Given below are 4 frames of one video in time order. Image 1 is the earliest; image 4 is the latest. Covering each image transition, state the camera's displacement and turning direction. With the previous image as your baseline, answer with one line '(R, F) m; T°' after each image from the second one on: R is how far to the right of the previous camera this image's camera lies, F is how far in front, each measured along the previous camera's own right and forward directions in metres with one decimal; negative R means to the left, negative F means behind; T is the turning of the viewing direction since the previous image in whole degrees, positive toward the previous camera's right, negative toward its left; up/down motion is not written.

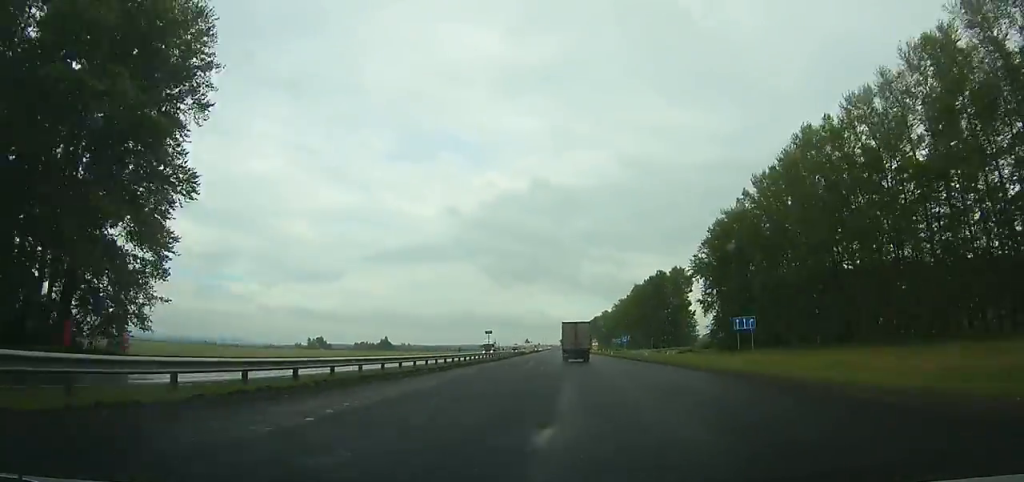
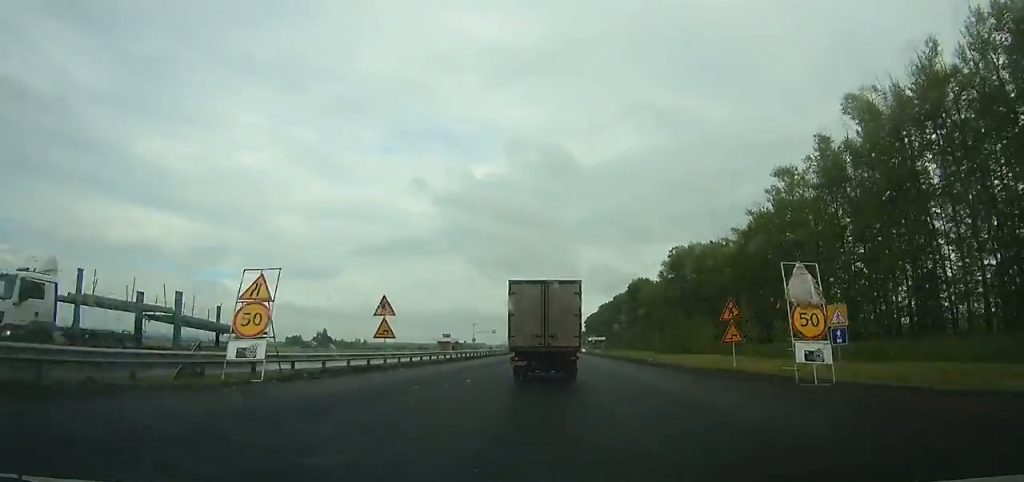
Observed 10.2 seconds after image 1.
(+3.2, +239.6) m; 0°
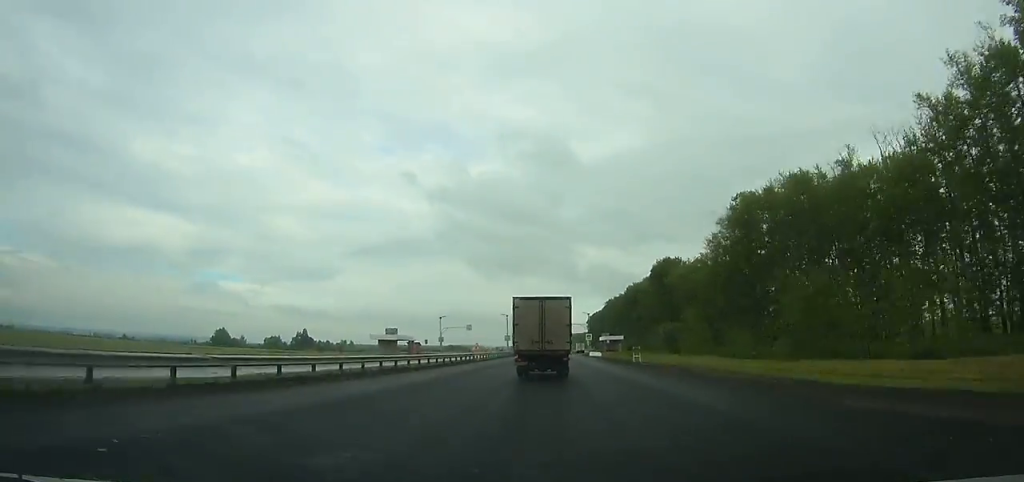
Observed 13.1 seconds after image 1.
(-0.3, +53.9) m; 0°
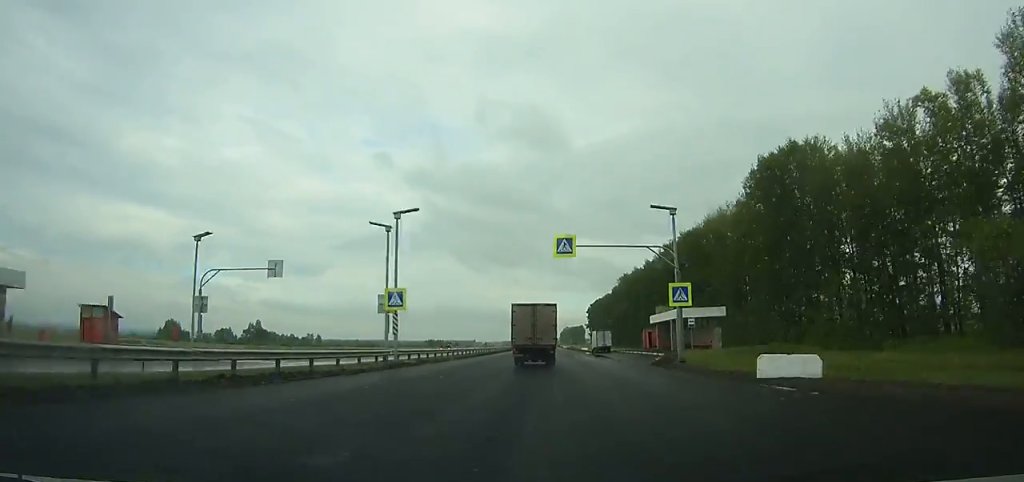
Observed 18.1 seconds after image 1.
(+0.1, +88.0) m; 0°
